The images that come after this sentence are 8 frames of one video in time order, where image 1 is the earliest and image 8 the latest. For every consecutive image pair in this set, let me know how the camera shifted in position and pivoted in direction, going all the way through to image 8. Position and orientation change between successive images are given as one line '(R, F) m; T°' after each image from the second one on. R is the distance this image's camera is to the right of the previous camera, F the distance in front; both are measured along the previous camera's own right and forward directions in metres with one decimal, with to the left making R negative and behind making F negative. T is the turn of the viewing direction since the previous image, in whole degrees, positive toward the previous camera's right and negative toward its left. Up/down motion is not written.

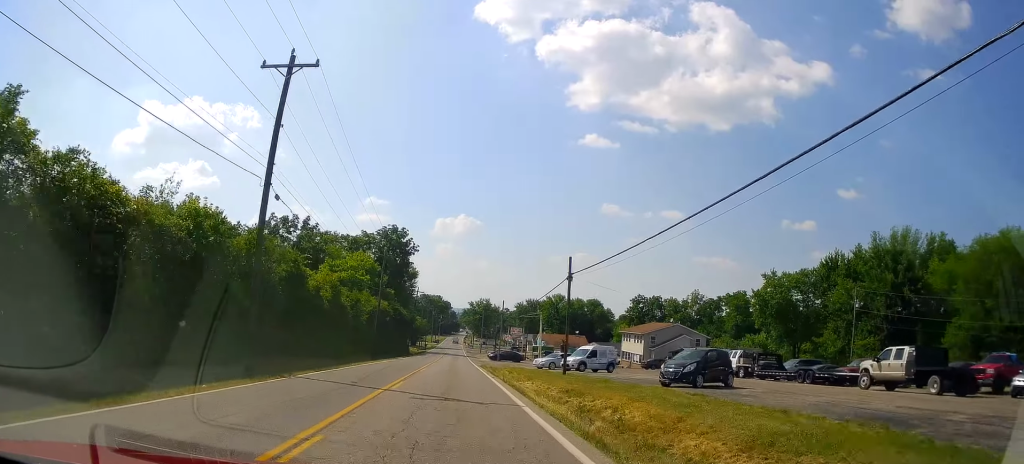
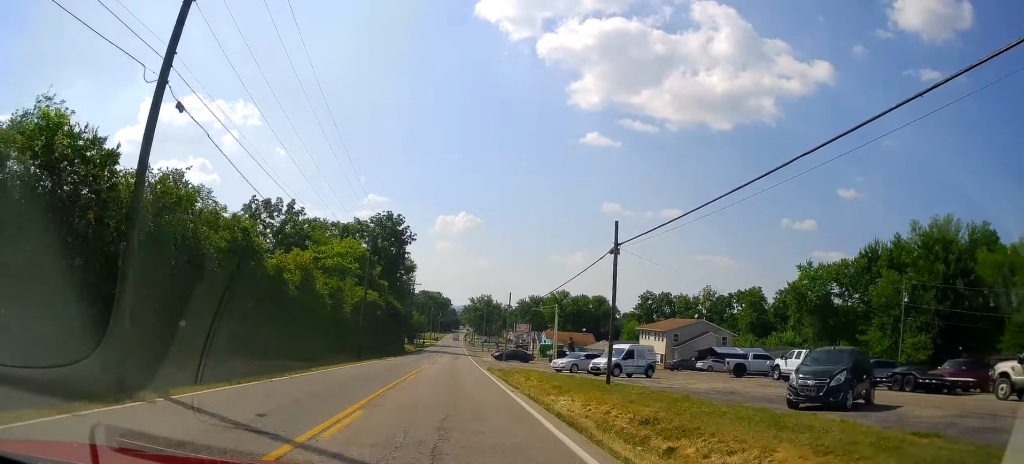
(-0.2, +6.5) m; -1°
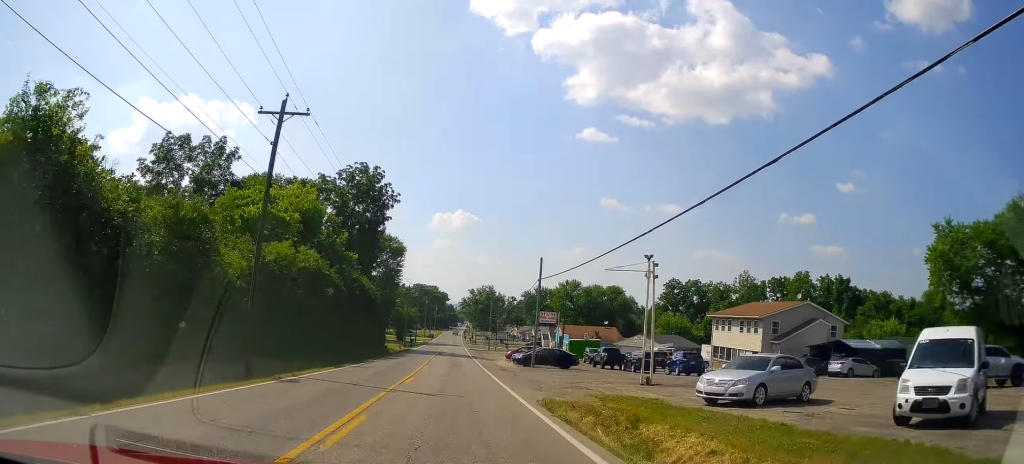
(0.0, +18.1) m; +1°
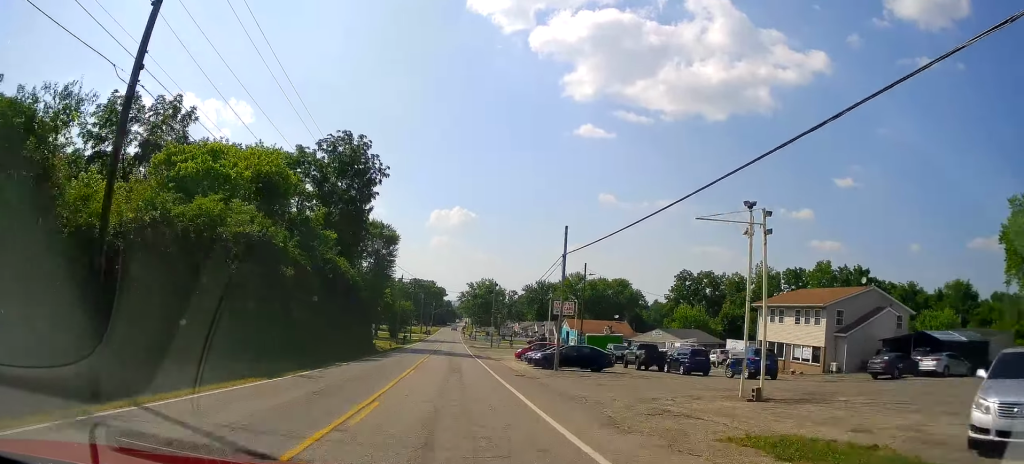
(+0.1, +7.3) m; +1°
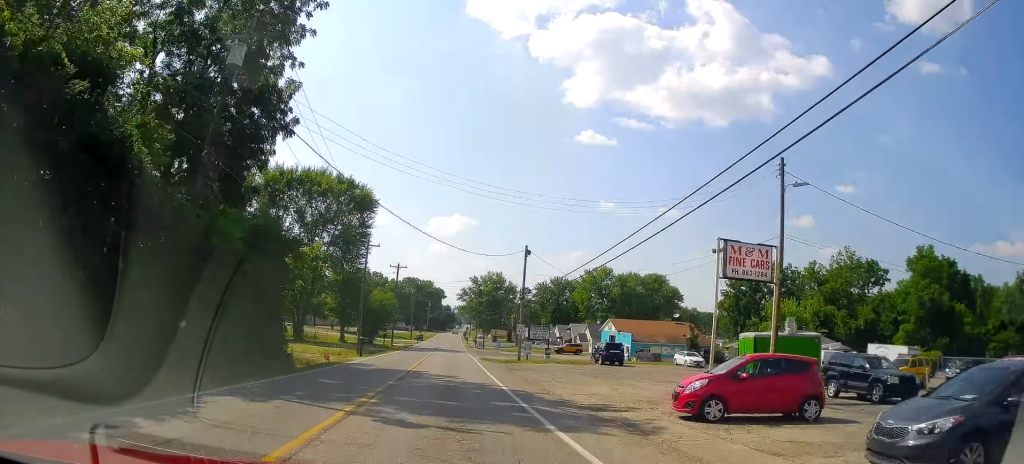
(0.0, +25.9) m; +9°
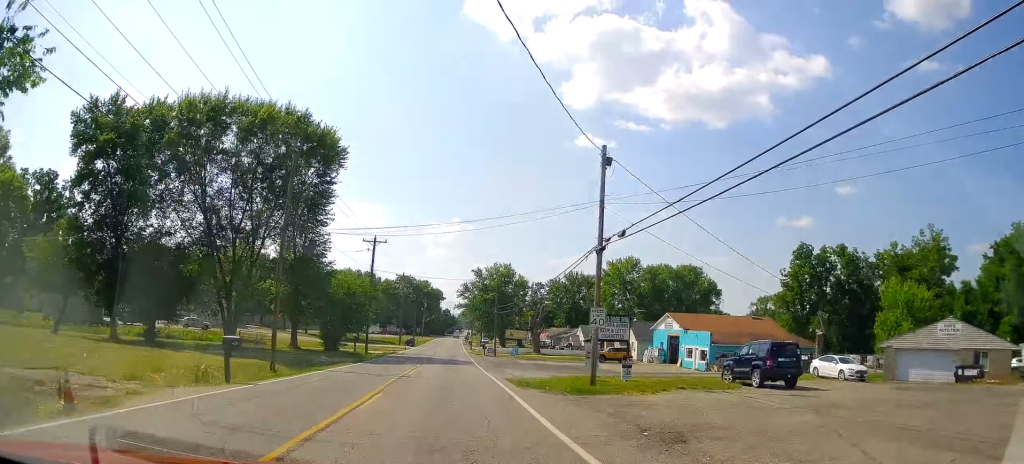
(+2.8, +20.6) m; +6°
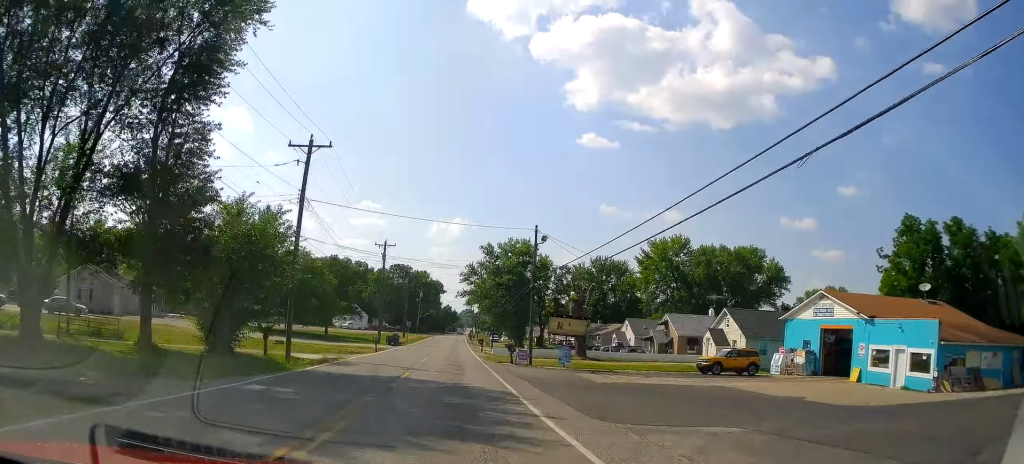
(-0.6, +25.4) m; -2°
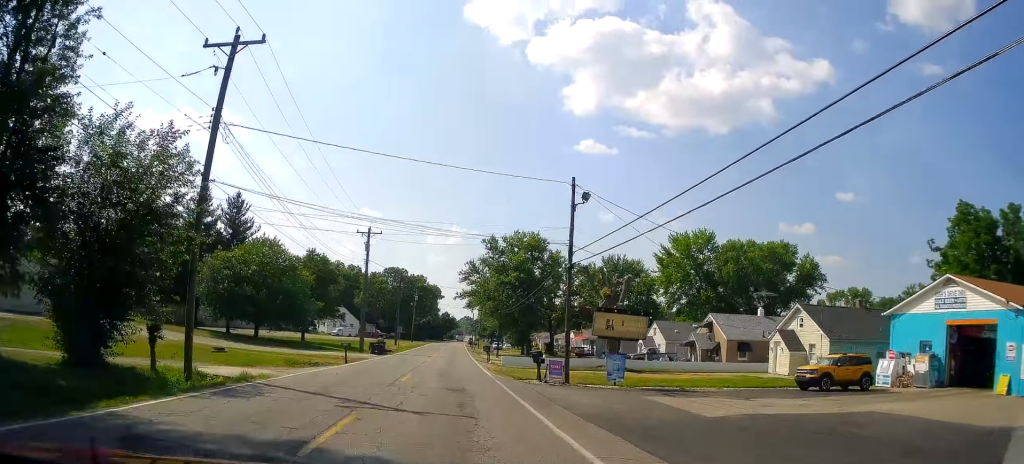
(0.0, +10.4) m; -1°
